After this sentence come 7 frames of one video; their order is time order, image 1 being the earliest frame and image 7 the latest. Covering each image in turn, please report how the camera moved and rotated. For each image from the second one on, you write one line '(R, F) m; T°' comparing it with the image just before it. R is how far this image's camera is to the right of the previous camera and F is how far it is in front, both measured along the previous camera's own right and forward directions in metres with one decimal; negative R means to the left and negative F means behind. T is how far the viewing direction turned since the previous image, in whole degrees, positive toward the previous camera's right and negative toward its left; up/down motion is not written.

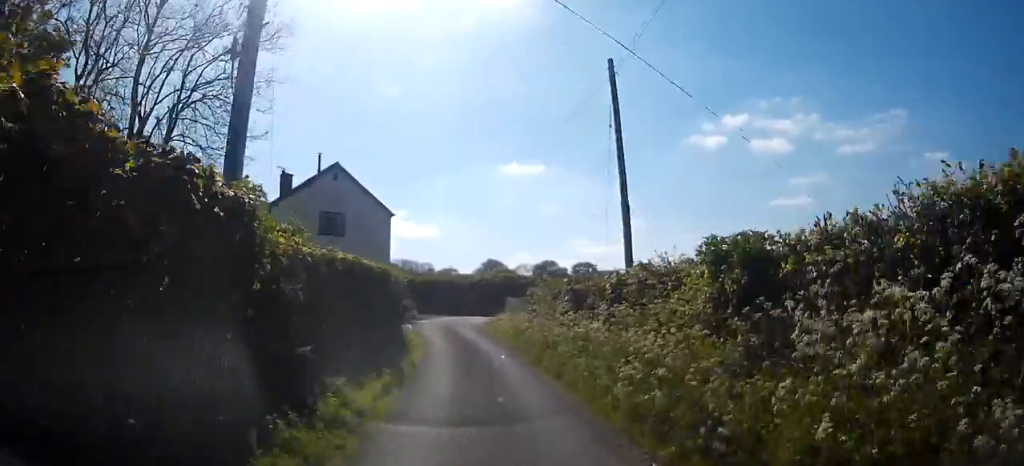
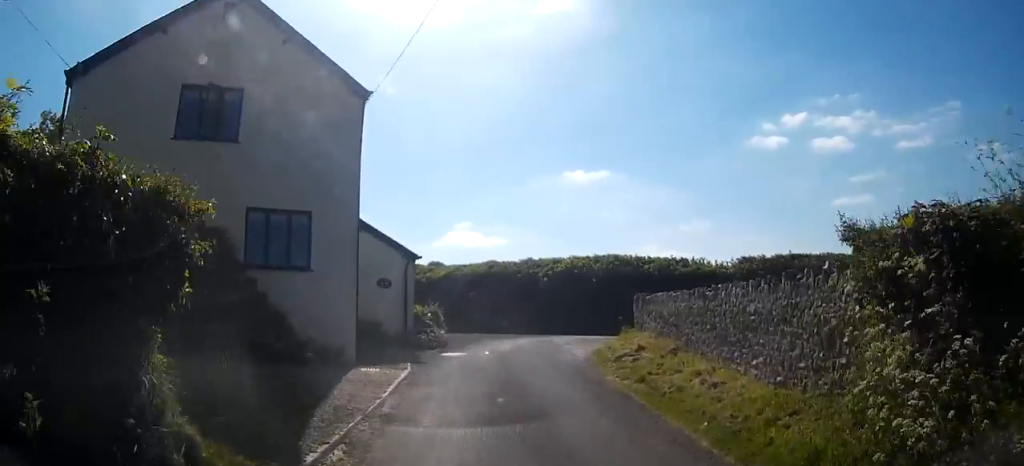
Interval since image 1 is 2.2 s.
(-0.7, +18.5) m; -2°
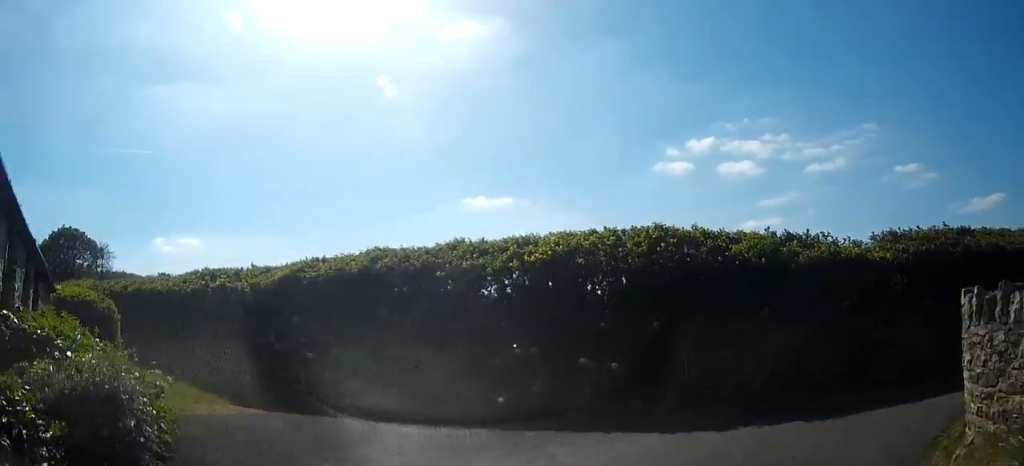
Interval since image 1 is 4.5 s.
(+1.0, +13.5) m; +28°
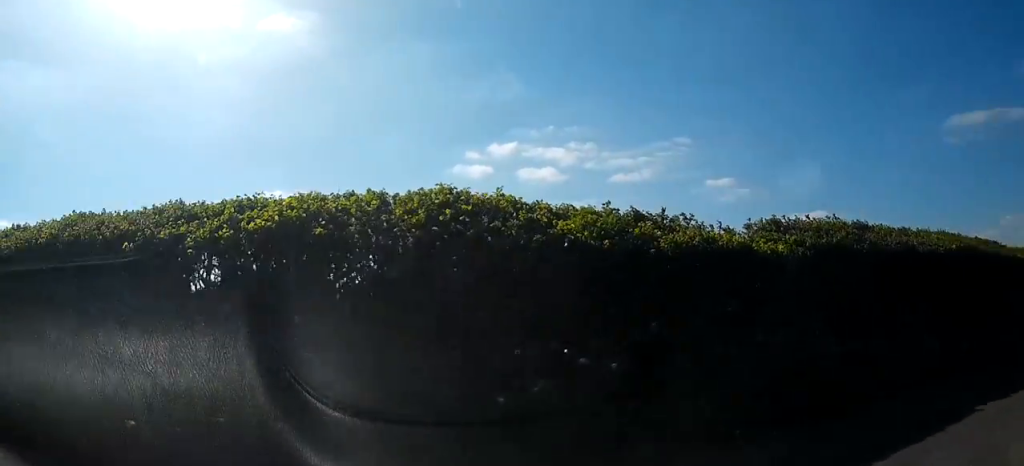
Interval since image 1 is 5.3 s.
(+0.9, +3.3) m; +21°
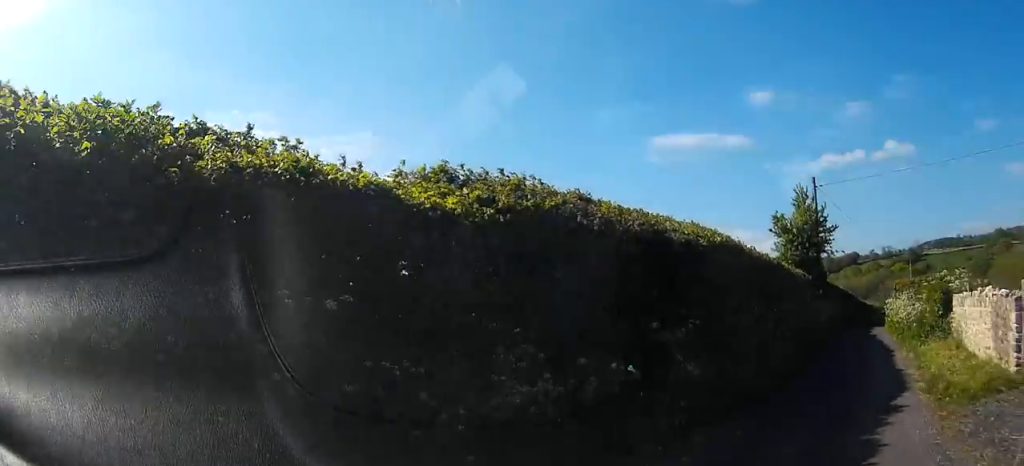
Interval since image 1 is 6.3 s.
(+0.8, +3.8) m; +22°
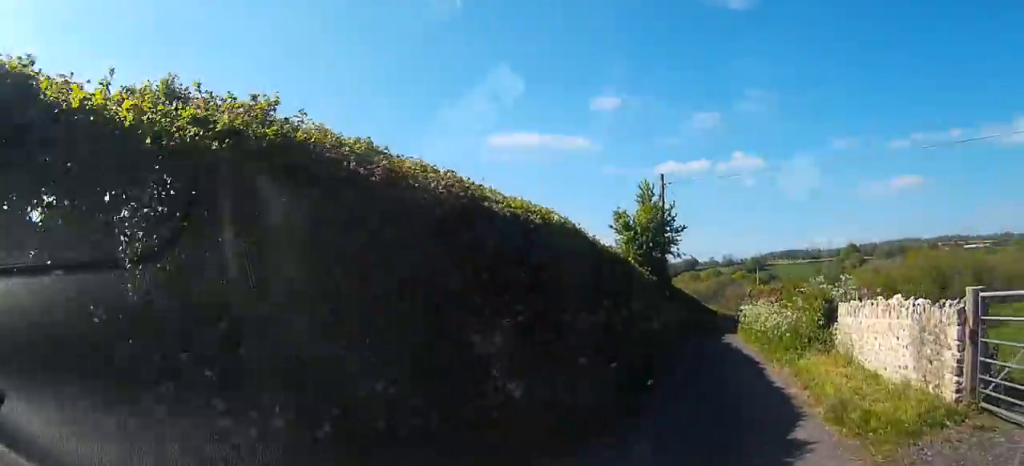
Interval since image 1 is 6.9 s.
(+0.2, +2.2) m; +10°
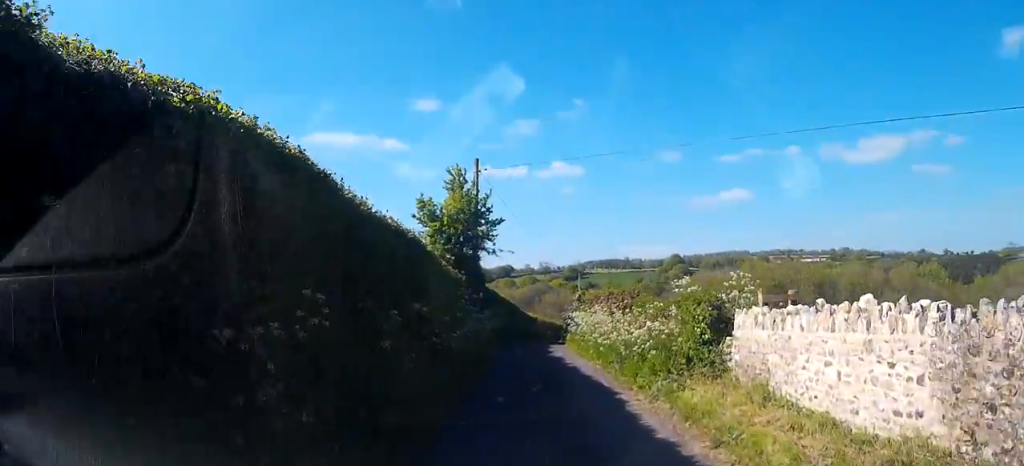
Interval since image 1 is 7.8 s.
(+0.6, +4.0) m; +12°
